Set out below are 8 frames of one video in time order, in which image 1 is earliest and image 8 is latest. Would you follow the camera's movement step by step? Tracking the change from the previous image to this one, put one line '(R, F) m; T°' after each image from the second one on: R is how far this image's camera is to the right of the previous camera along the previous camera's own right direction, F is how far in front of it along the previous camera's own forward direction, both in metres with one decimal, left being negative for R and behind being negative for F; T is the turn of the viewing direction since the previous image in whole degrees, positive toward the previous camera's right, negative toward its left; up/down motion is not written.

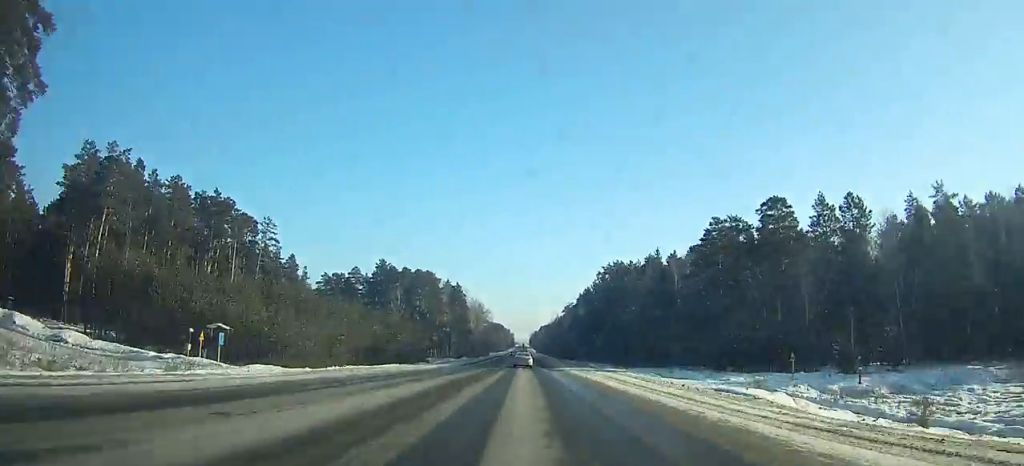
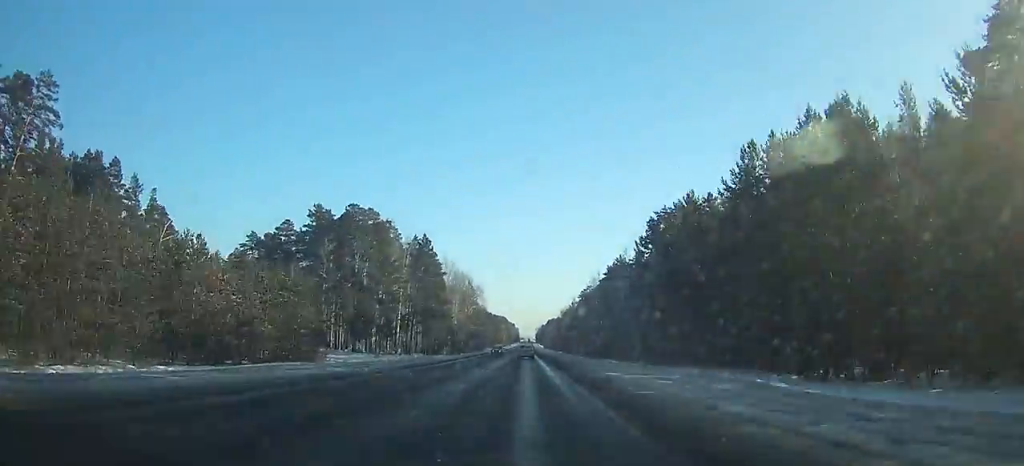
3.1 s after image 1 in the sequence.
(-0.4, +64.1) m; 0°
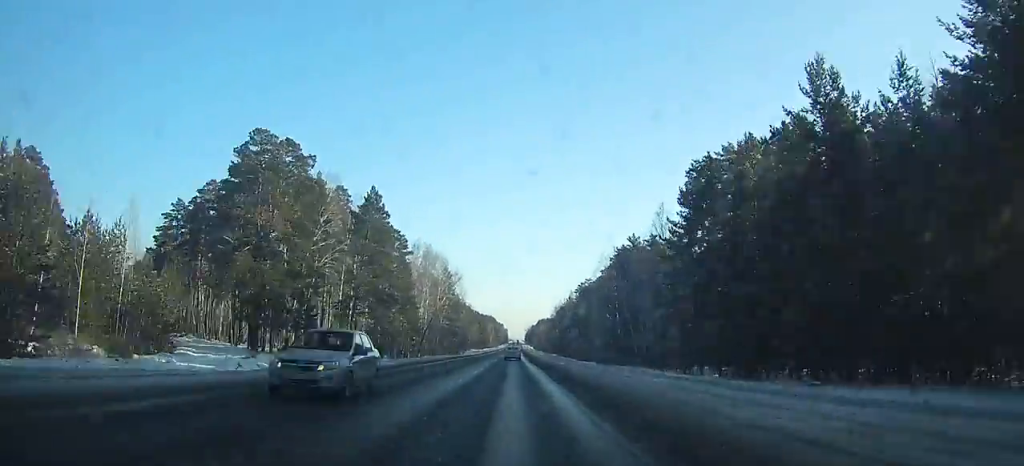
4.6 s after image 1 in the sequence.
(0.0, +31.9) m; 0°
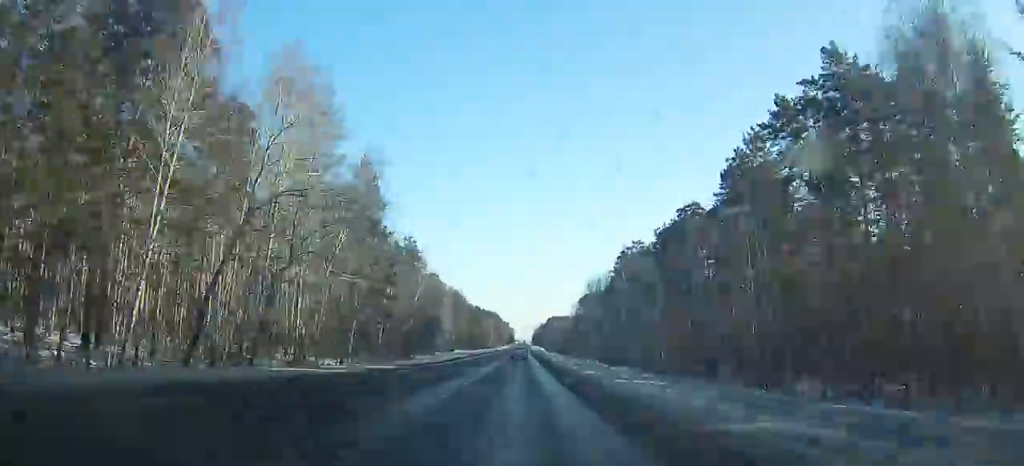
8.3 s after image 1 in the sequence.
(+0.1, +80.4) m; 0°
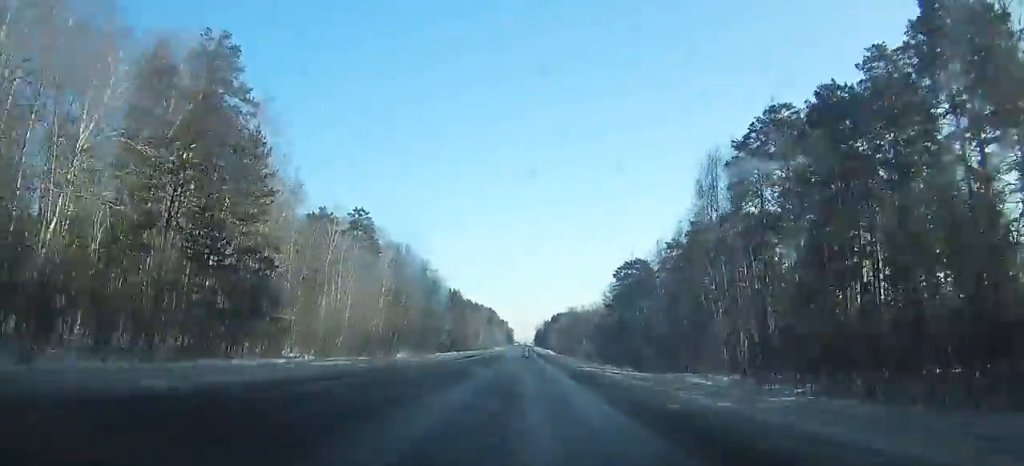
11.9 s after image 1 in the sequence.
(-0.2, +80.5) m; 0°
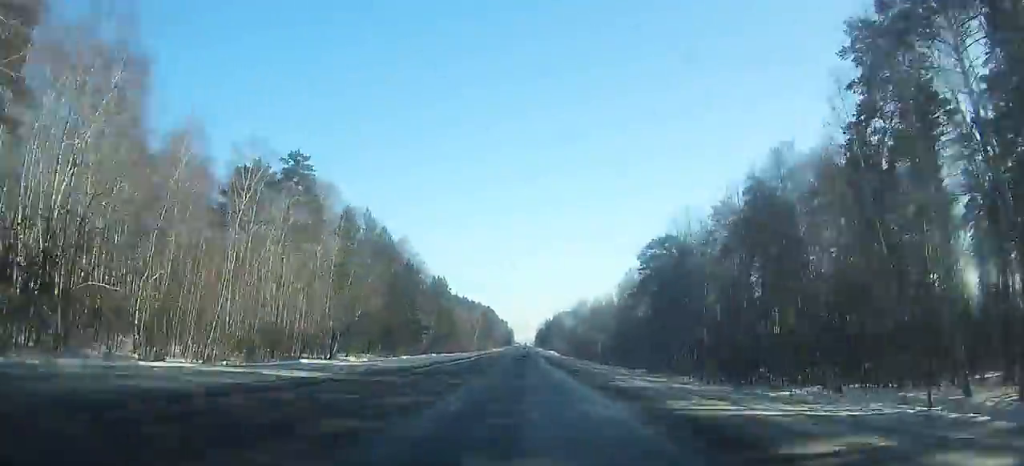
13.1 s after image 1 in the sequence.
(0.0, +27.1) m; 0°
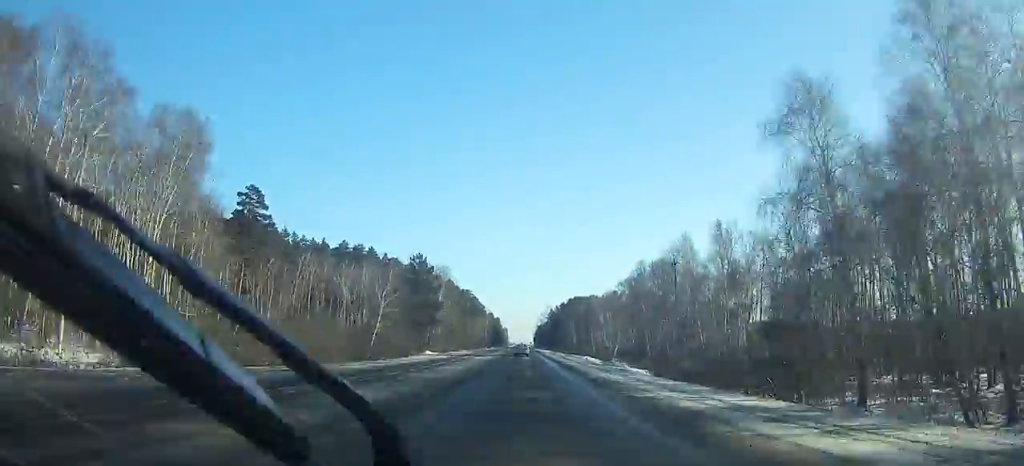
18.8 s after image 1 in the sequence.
(+0.6, +130.3) m; 0°
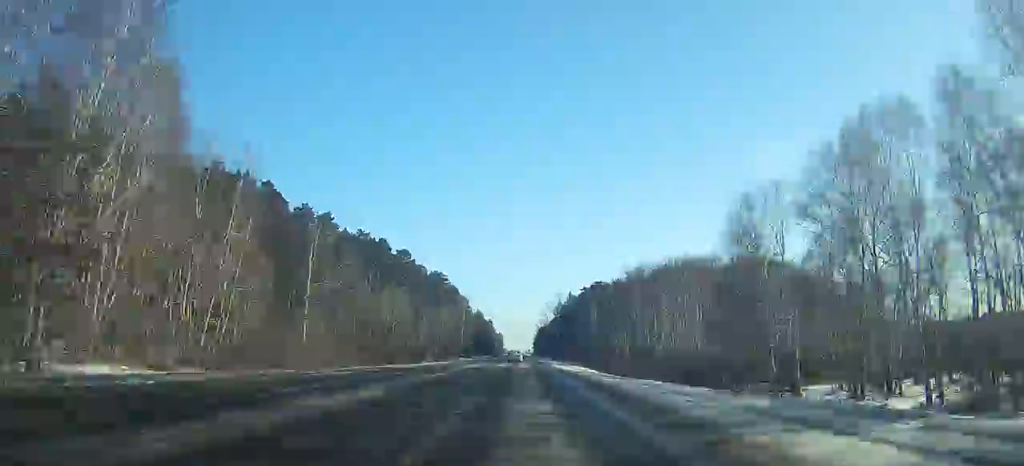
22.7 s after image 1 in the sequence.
(+0.1, +88.5) m; 0°
